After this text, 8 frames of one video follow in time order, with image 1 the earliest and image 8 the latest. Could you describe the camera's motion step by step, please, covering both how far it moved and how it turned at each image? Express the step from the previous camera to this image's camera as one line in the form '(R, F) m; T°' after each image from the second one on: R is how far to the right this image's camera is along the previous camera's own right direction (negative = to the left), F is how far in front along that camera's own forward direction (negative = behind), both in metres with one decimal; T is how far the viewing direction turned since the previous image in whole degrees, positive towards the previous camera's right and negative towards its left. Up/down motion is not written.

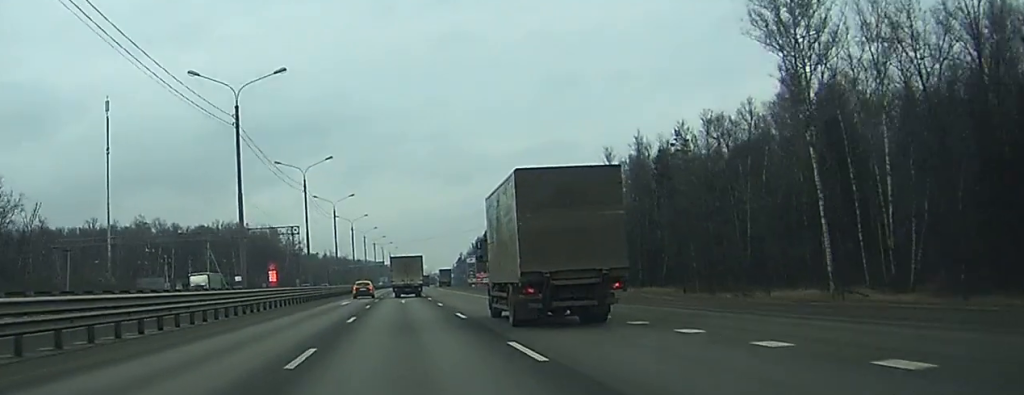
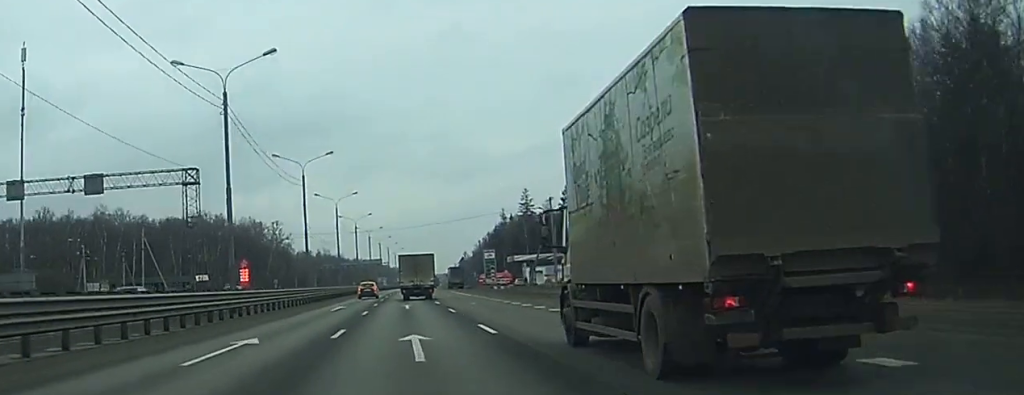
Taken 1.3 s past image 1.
(0.0, +38.2) m; 0°
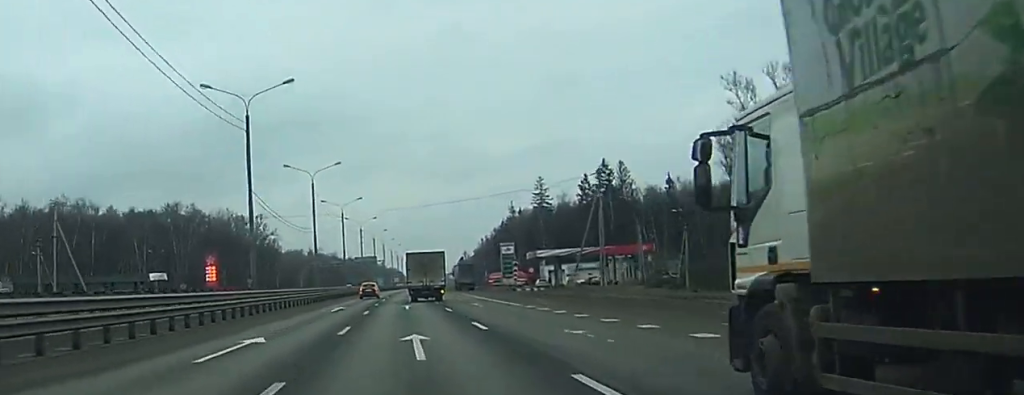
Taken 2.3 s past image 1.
(0.0, +26.8) m; 0°
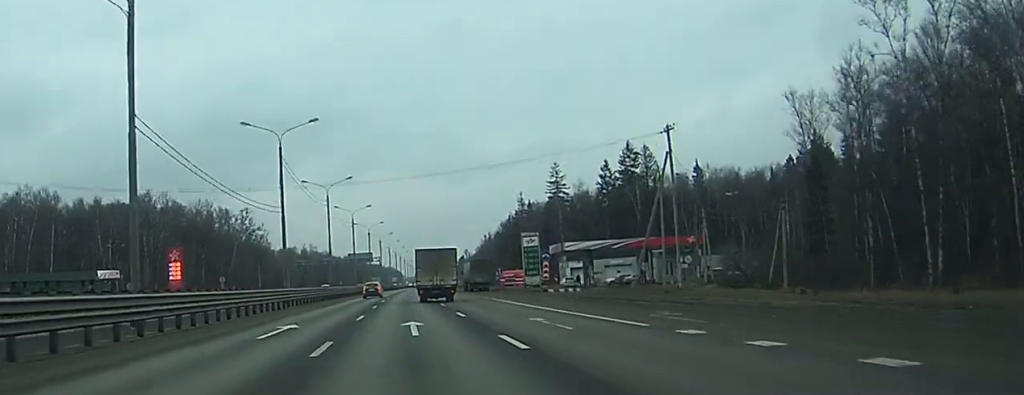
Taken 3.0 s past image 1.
(0.0, +21.2) m; 0°
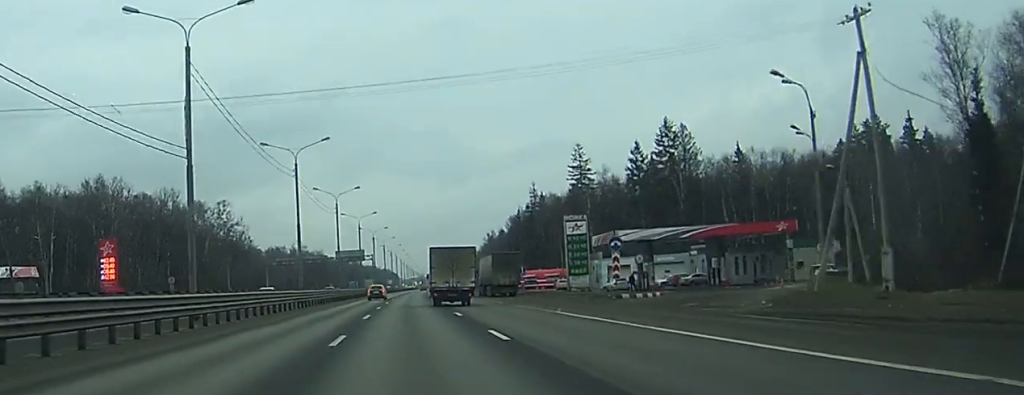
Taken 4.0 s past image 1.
(+0.1, +27.3) m; +1°
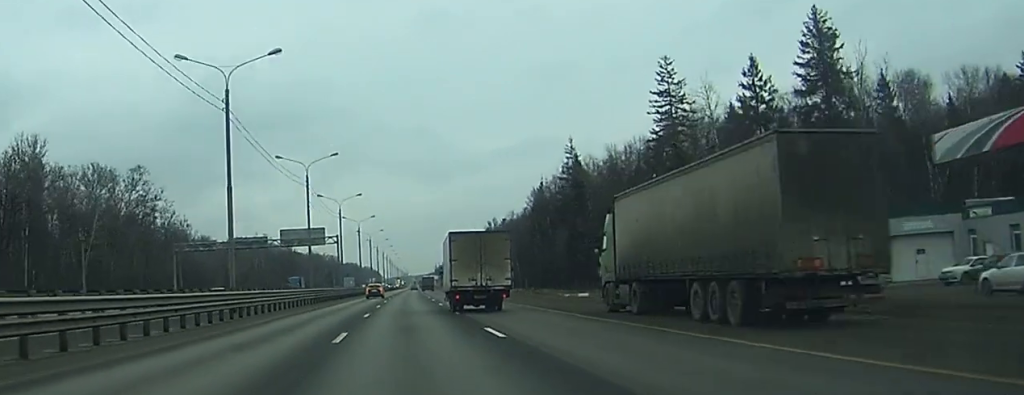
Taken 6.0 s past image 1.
(+0.7, +65.9) m; +1°
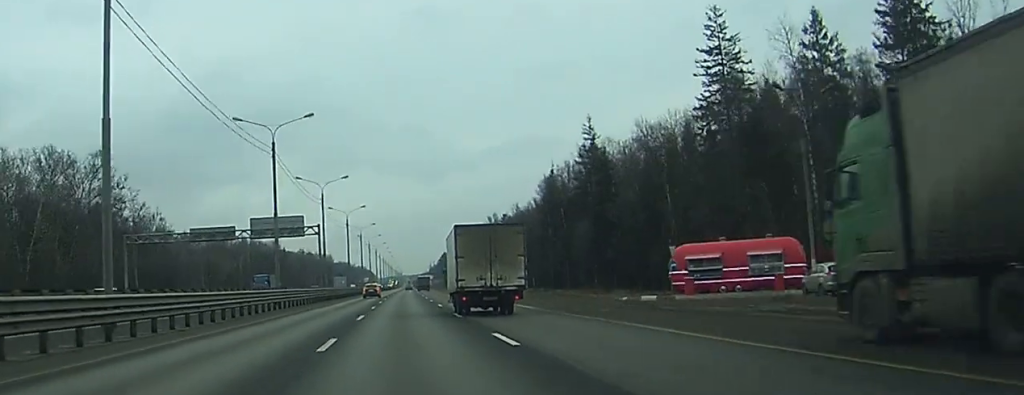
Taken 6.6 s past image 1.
(+0.1, +19.4) m; 0°
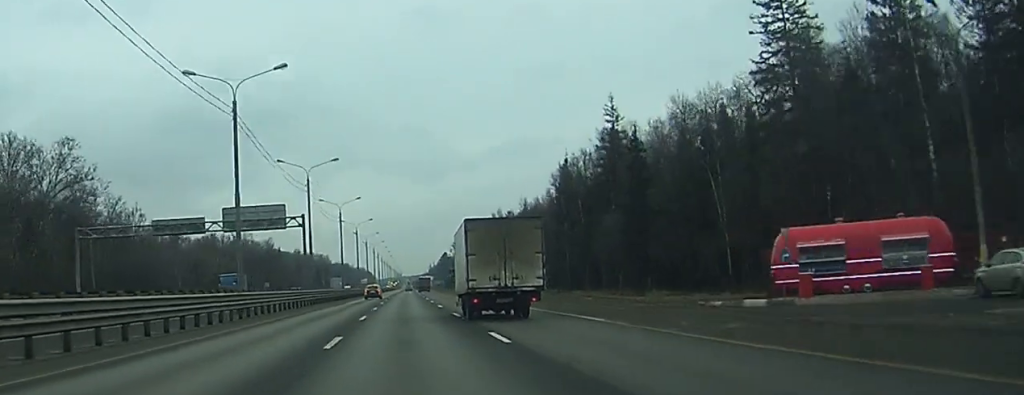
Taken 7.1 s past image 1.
(0.0, +14.9) m; 0°
